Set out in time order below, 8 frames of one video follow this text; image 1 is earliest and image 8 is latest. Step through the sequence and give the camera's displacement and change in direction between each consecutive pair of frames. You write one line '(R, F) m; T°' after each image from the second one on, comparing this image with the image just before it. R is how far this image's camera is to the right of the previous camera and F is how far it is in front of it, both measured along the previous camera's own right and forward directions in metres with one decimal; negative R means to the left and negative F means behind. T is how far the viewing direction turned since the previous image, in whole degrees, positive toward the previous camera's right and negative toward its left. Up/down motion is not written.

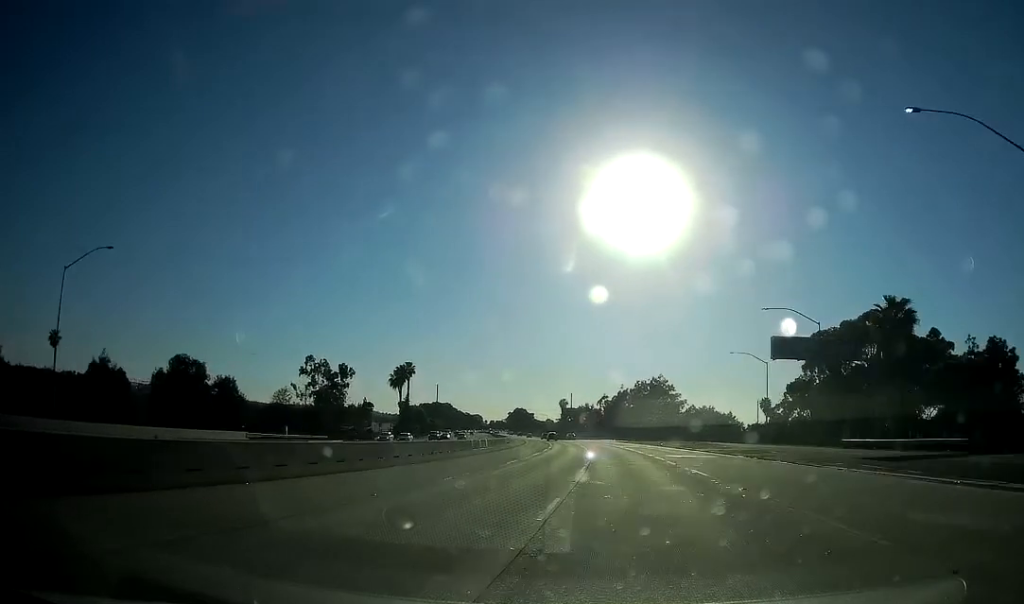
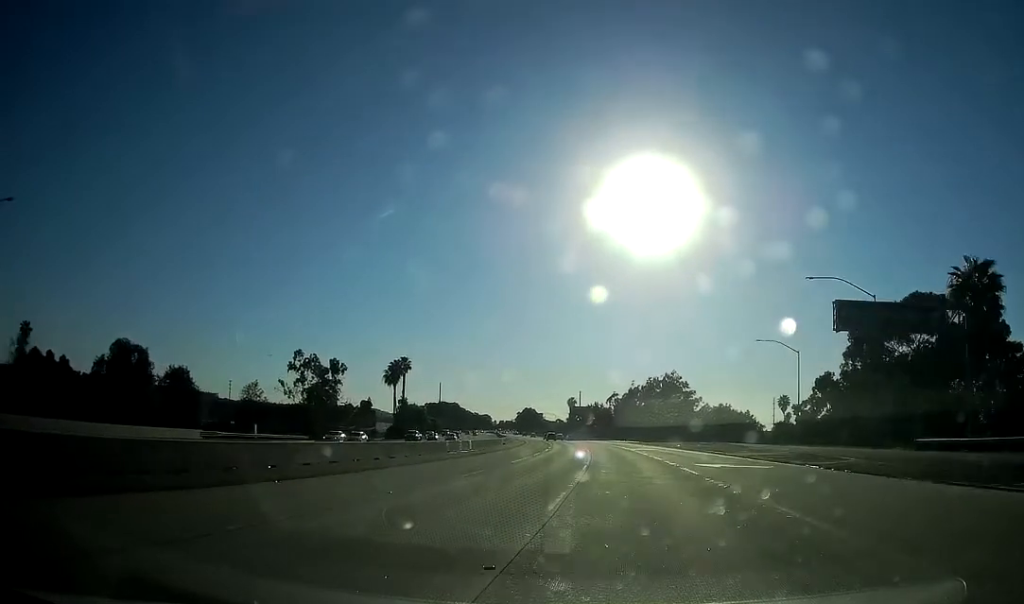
(0.0, +12.9) m; 0°
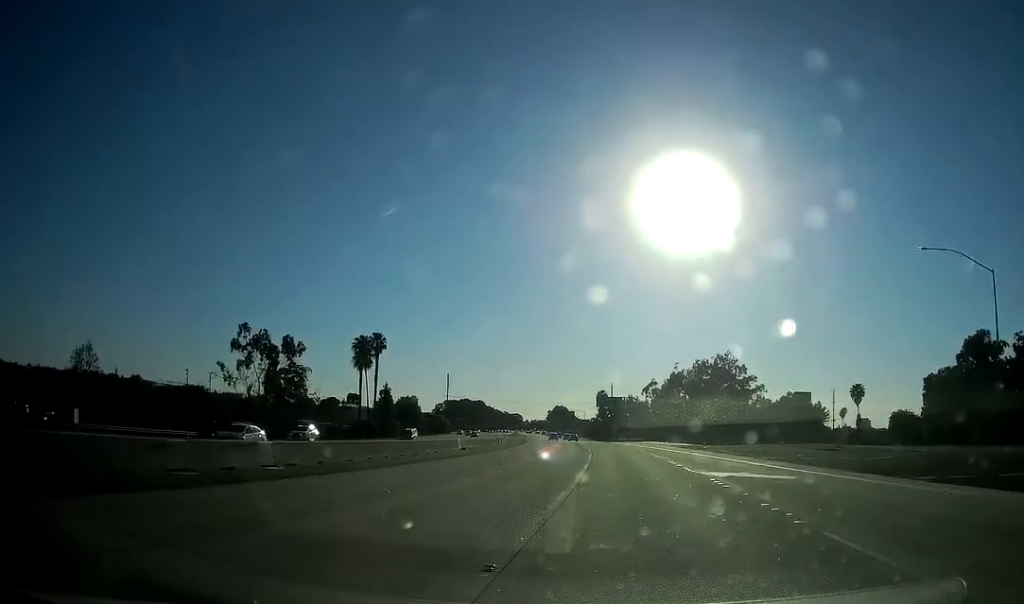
(-0.7, +43.6) m; -2°
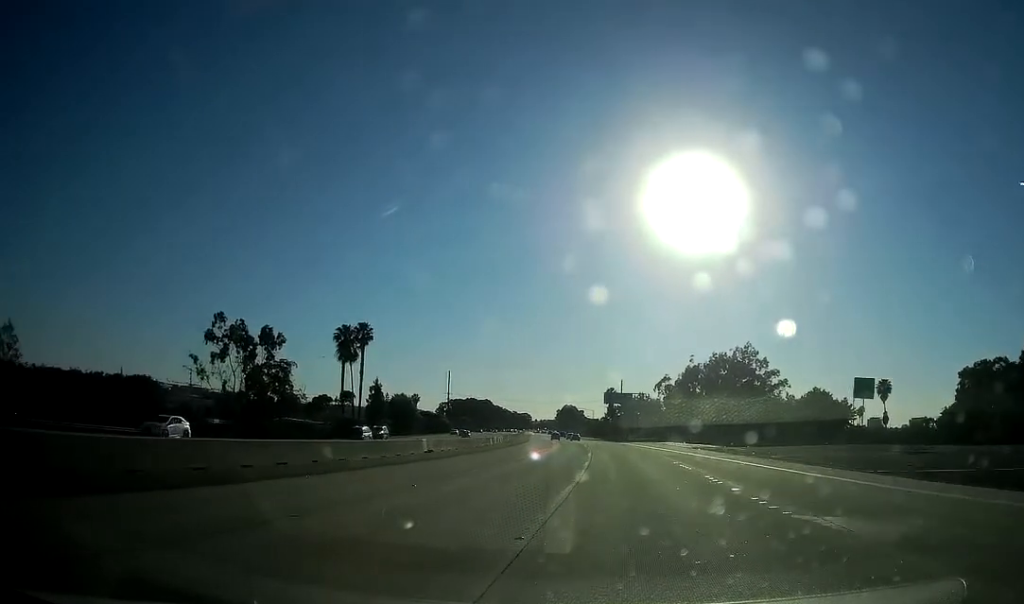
(+0.2, +13.8) m; -1°
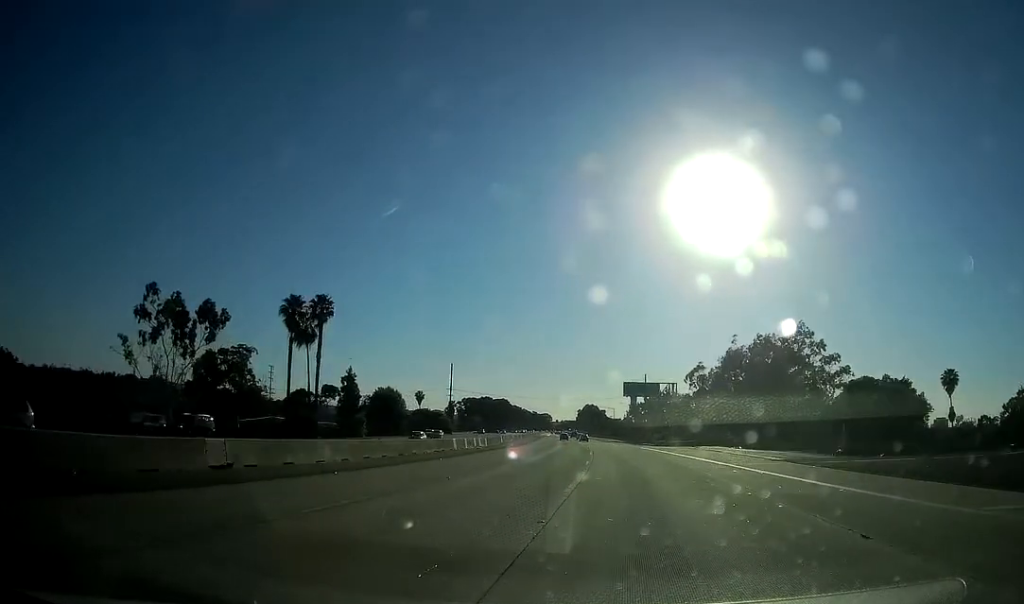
(-1.1, +27.5) m; -2°
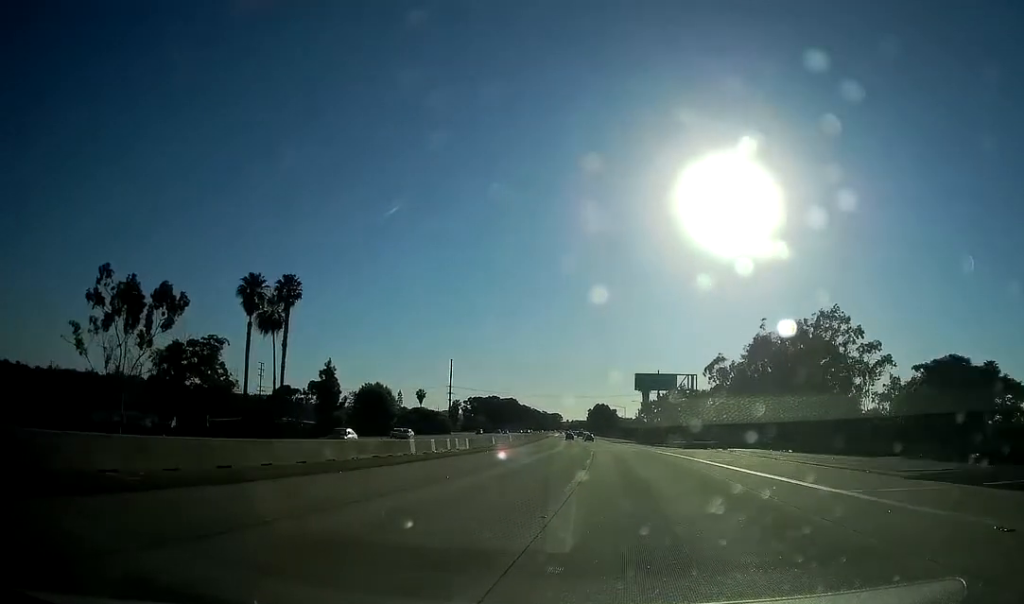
(0.0, +13.8) m; 0°
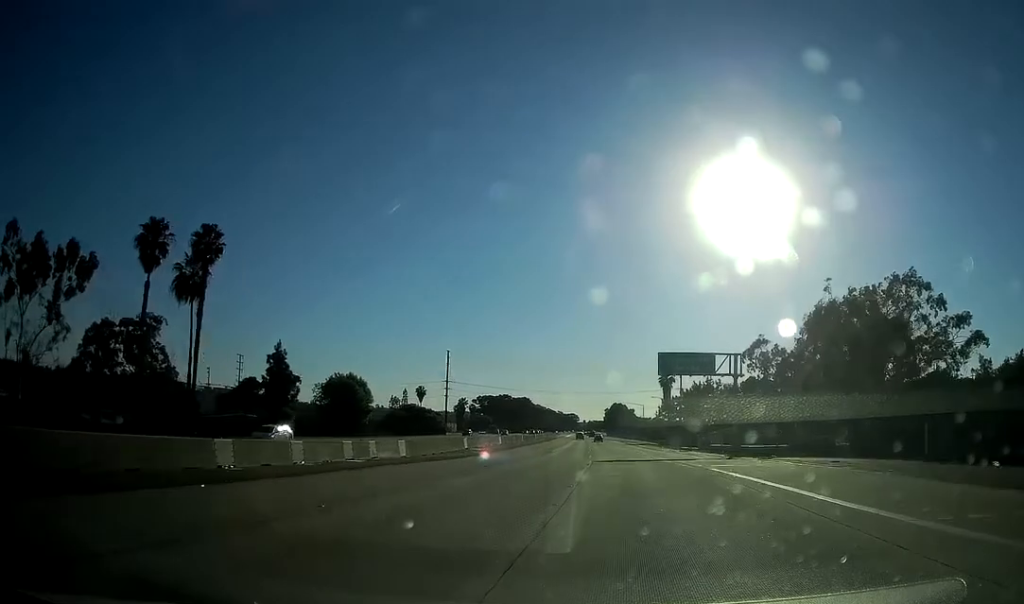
(+0.2, +23.6) m; -1°
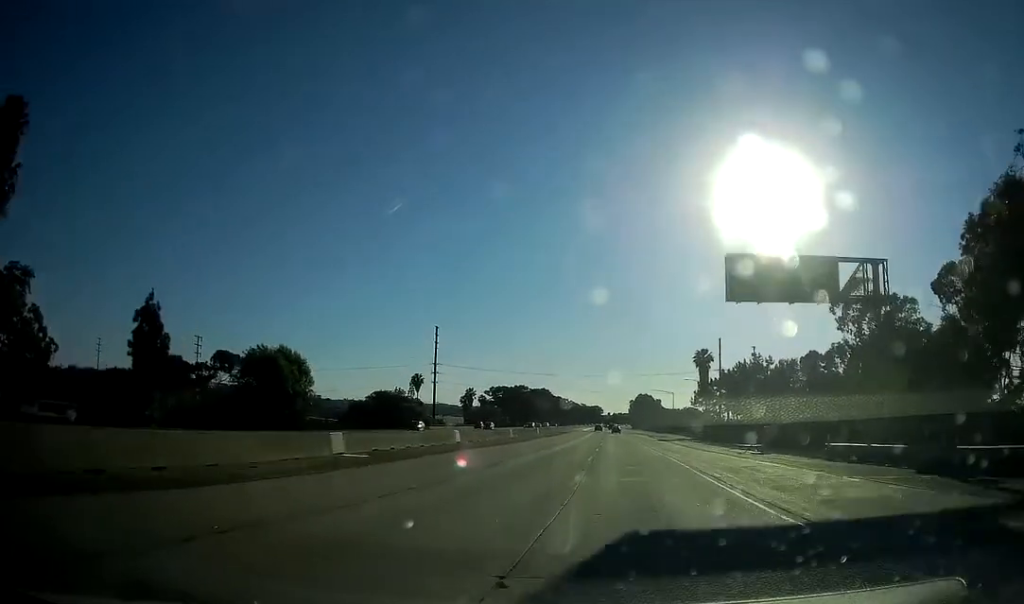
(-0.8, +33.2) m; -2°
